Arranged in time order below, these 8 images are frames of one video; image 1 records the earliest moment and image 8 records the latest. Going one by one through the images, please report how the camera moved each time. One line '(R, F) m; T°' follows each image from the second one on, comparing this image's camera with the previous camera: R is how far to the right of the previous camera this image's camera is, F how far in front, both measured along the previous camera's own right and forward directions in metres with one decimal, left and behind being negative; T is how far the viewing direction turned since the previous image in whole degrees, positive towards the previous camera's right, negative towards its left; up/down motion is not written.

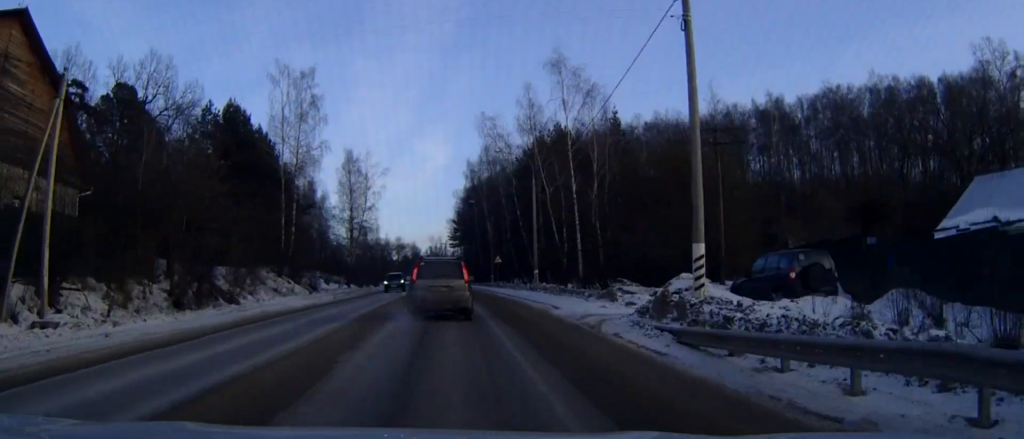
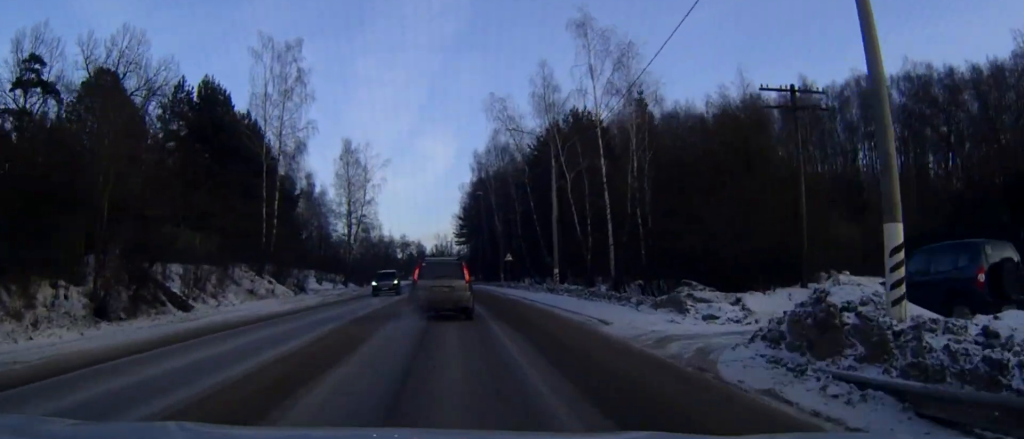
(0.0, +7.6) m; 0°
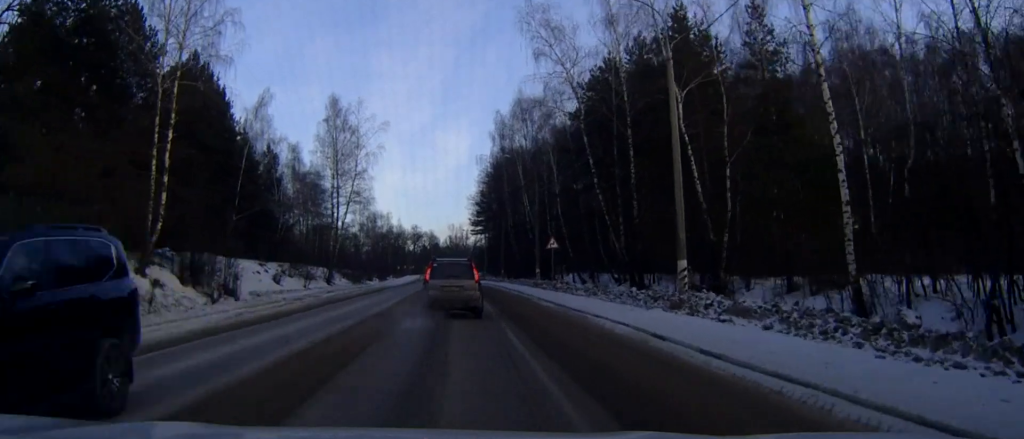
(-0.3, +22.0) m; -1°
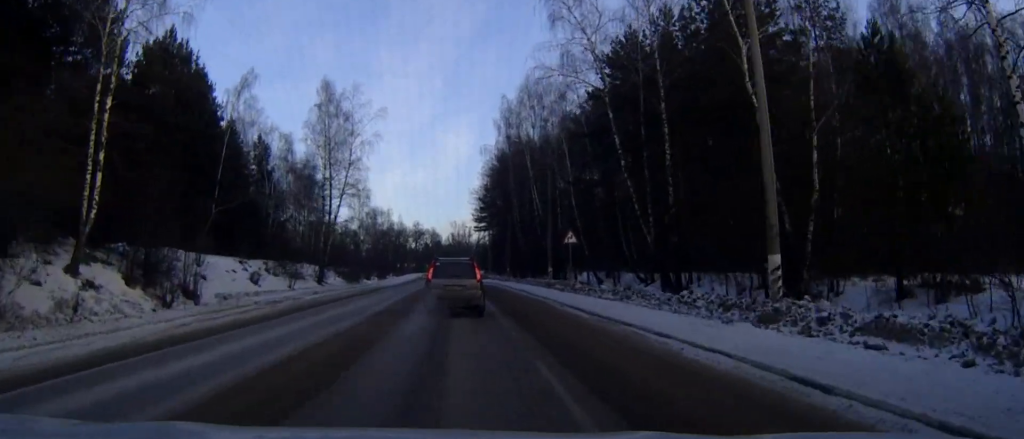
(0.0, +6.2) m; 0°
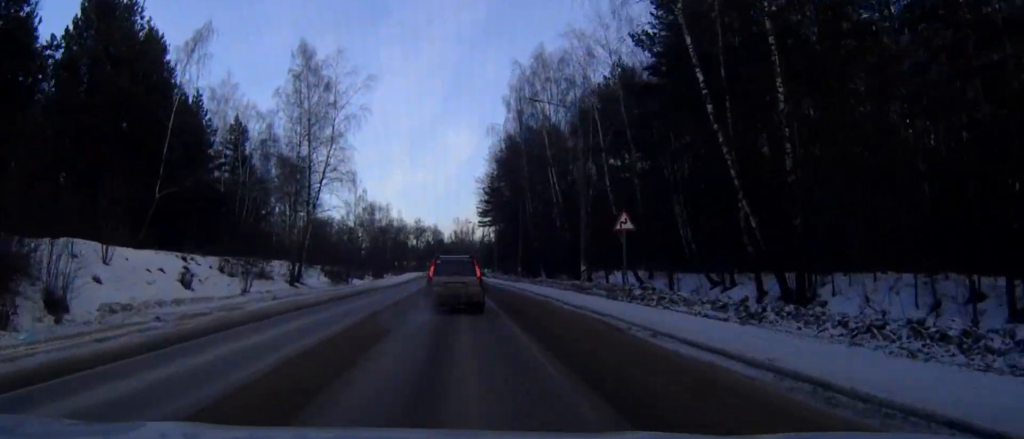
(+0.1, +12.0) m; 0°
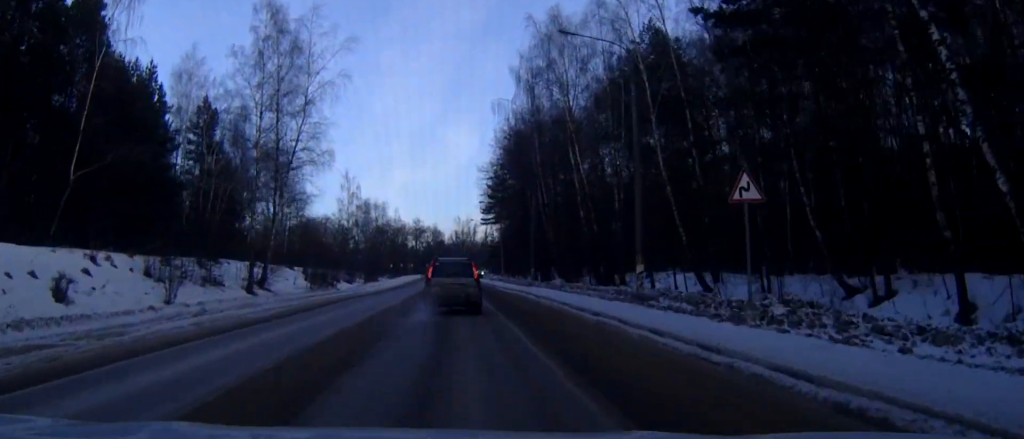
(0.0, +11.6) m; 0°
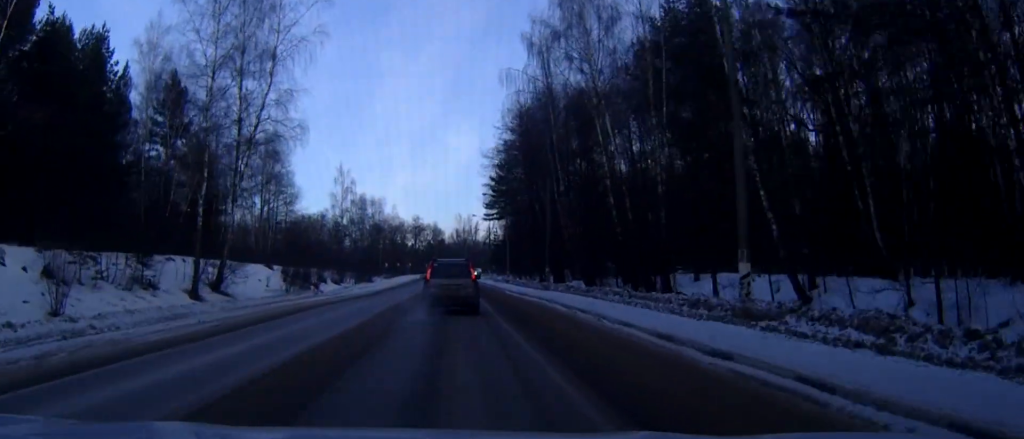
(0.0, +9.6) m; 0°
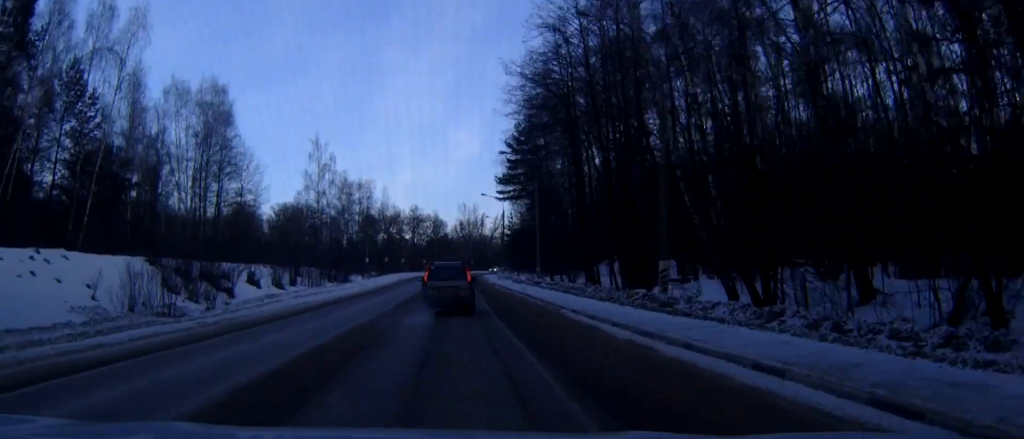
(+0.1, +28.7) m; -1°
